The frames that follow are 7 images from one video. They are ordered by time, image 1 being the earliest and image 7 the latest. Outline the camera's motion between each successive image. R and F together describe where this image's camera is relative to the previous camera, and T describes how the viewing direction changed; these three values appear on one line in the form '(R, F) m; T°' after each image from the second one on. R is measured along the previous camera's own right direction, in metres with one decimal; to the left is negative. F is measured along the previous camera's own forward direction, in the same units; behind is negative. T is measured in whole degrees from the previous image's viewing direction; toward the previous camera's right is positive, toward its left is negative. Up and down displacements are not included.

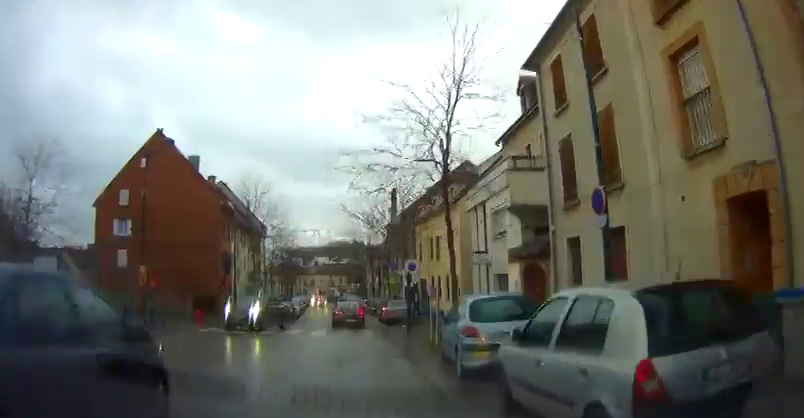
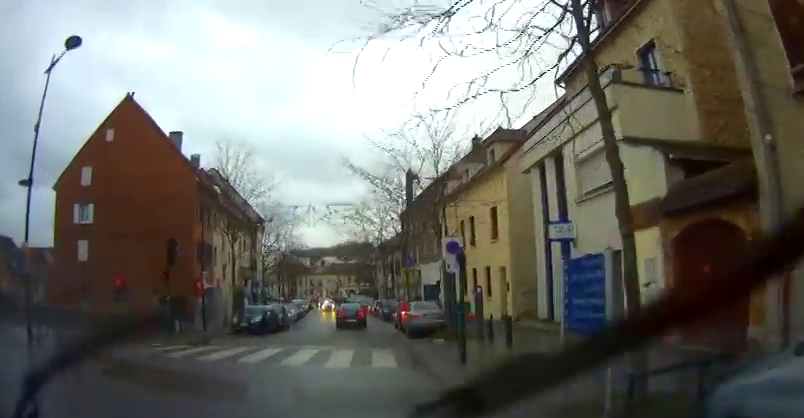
(0.0, +7.9) m; +1°
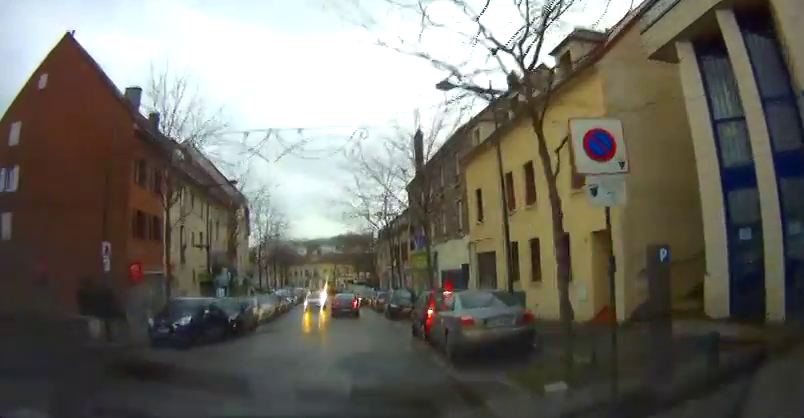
(+0.1, +10.0) m; +1°
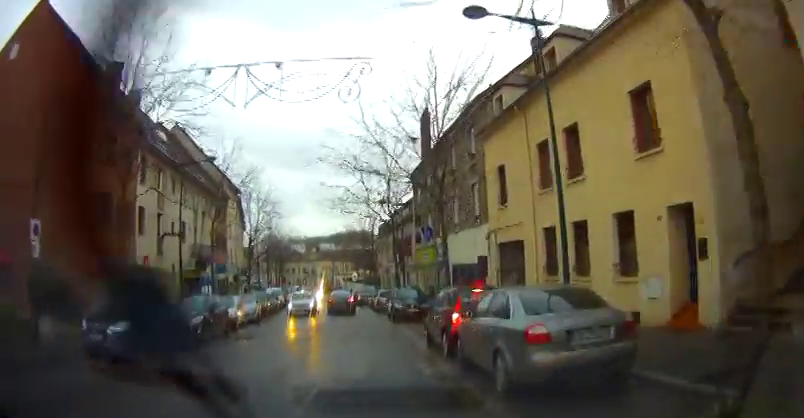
(0.0, +4.0) m; +1°
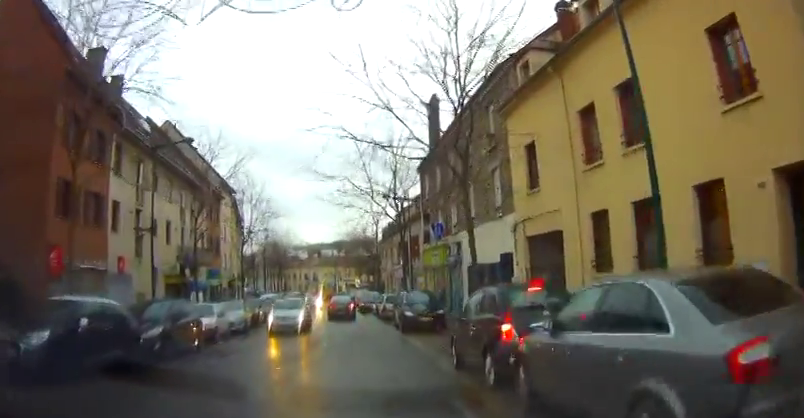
(+0.1, +3.1) m; -1°
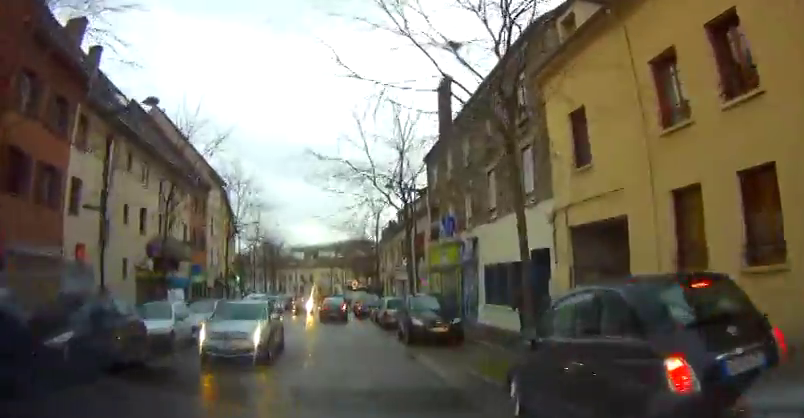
(0.0, +3.6) m; -1°
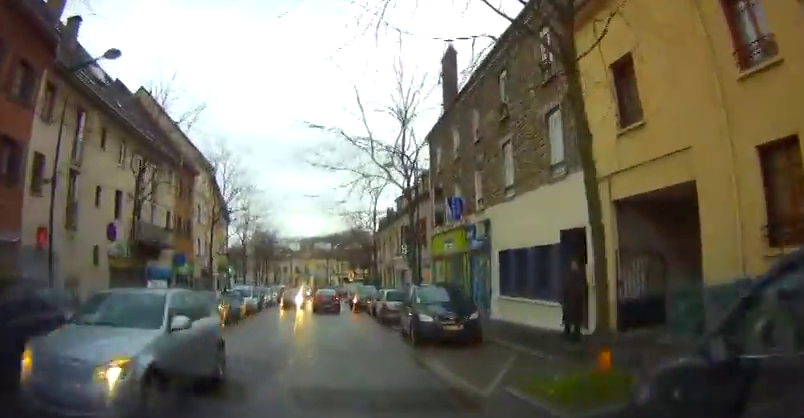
(-0.1, +2.6) m; -1°
